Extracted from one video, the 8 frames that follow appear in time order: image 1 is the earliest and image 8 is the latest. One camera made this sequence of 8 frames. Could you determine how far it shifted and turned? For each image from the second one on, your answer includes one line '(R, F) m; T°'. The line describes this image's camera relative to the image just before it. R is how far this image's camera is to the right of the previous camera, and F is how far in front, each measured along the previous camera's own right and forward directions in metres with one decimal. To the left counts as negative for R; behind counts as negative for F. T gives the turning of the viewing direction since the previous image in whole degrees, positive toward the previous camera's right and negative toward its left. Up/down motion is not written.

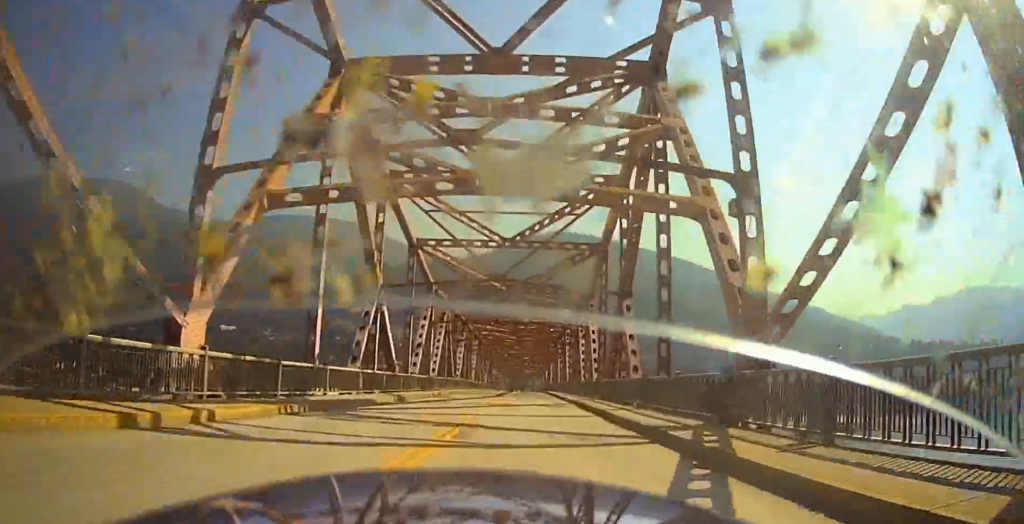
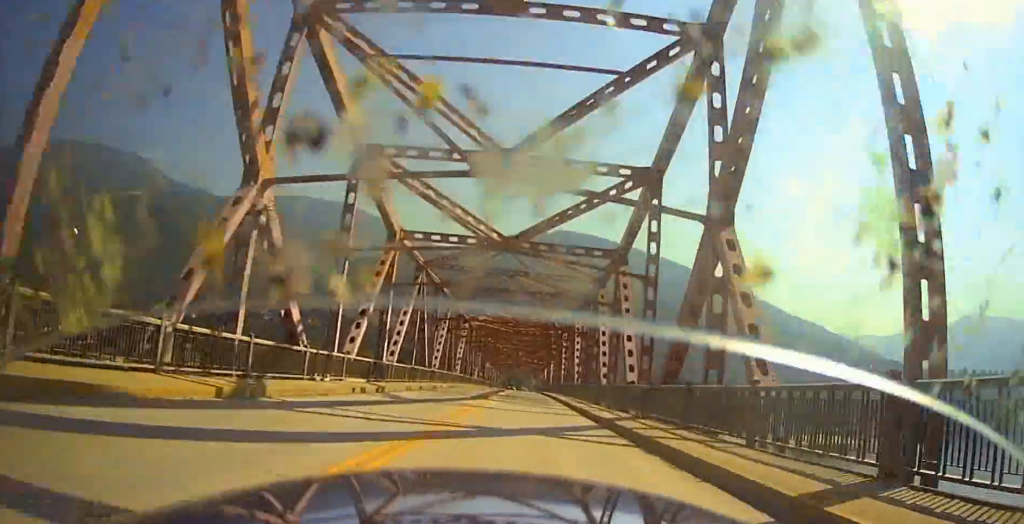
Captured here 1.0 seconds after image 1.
(+0.3, +15.7) m; +1°
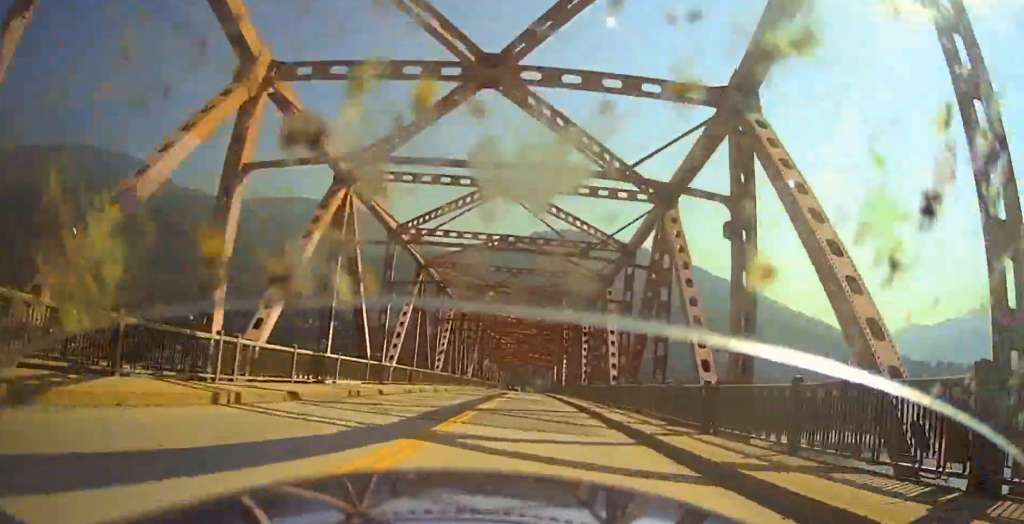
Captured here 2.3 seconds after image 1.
(+0.1, +20.5) m; 0°
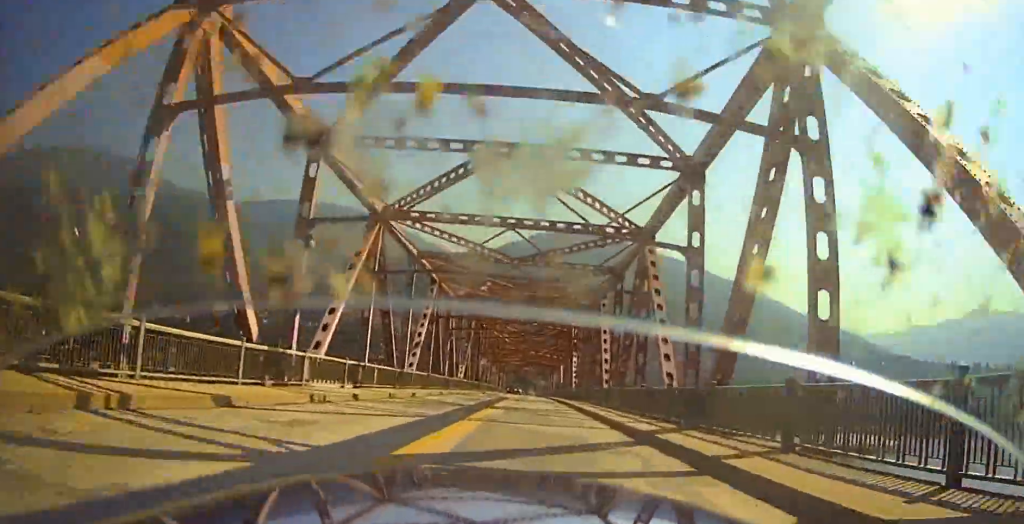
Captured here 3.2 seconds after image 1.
(0.0, +13.7) m; -2°
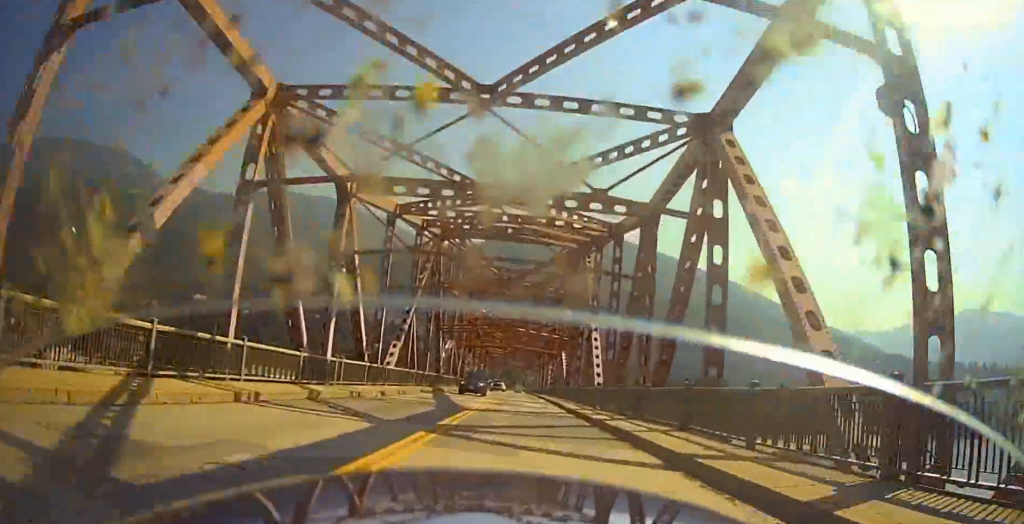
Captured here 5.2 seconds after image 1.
(-1.1, +31.4) m; -2°
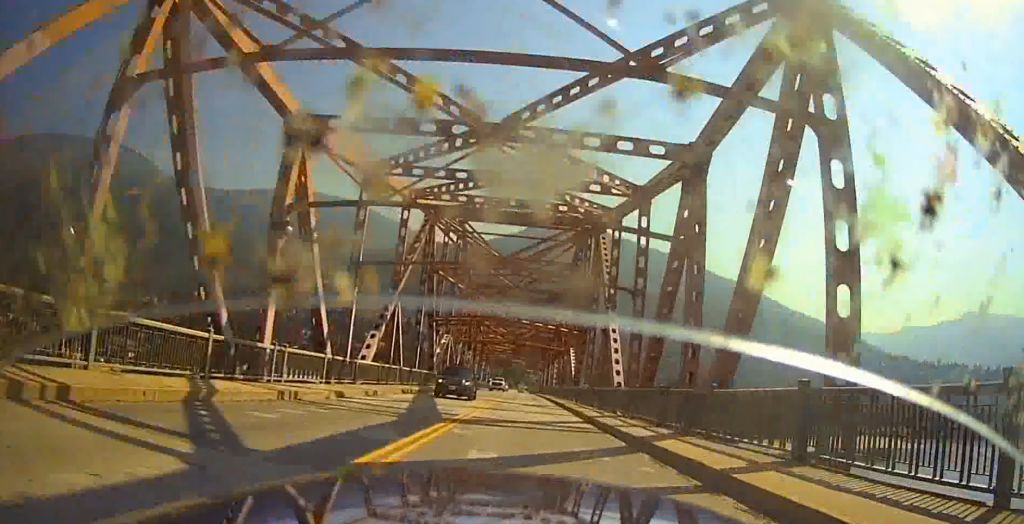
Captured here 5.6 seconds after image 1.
(0.0, +6.6) m; -1°
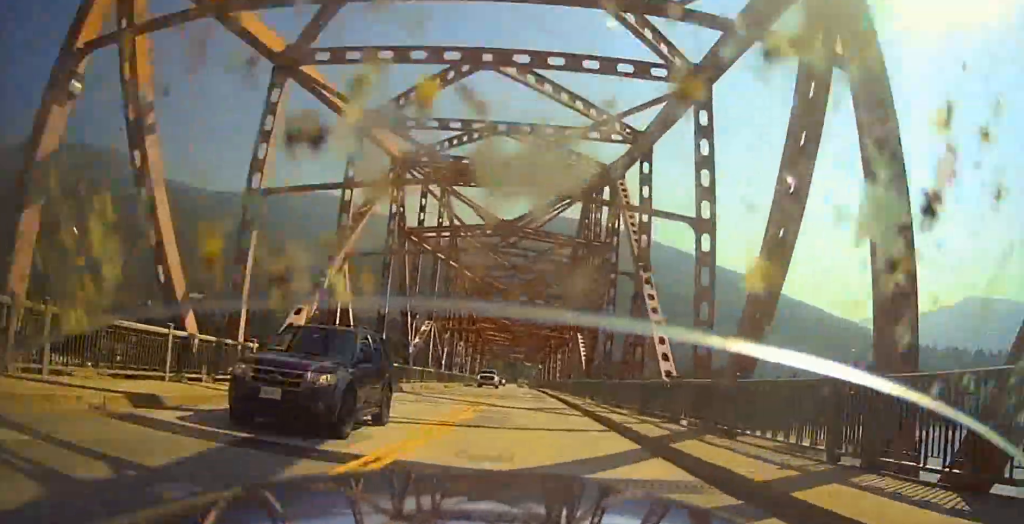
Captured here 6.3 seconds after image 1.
(0.0, +10.8) m; -2°
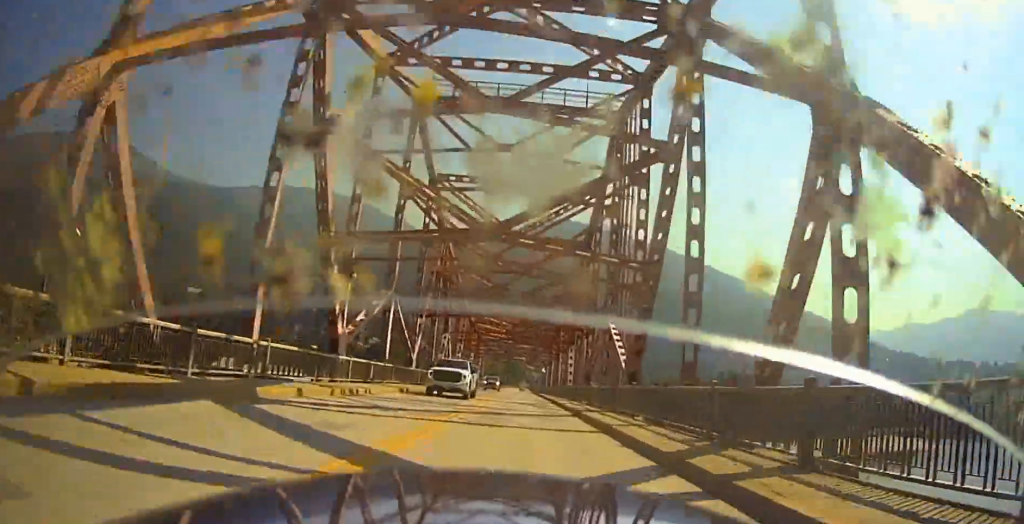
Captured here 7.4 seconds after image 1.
(-0.3, +17.7) m; +2°
